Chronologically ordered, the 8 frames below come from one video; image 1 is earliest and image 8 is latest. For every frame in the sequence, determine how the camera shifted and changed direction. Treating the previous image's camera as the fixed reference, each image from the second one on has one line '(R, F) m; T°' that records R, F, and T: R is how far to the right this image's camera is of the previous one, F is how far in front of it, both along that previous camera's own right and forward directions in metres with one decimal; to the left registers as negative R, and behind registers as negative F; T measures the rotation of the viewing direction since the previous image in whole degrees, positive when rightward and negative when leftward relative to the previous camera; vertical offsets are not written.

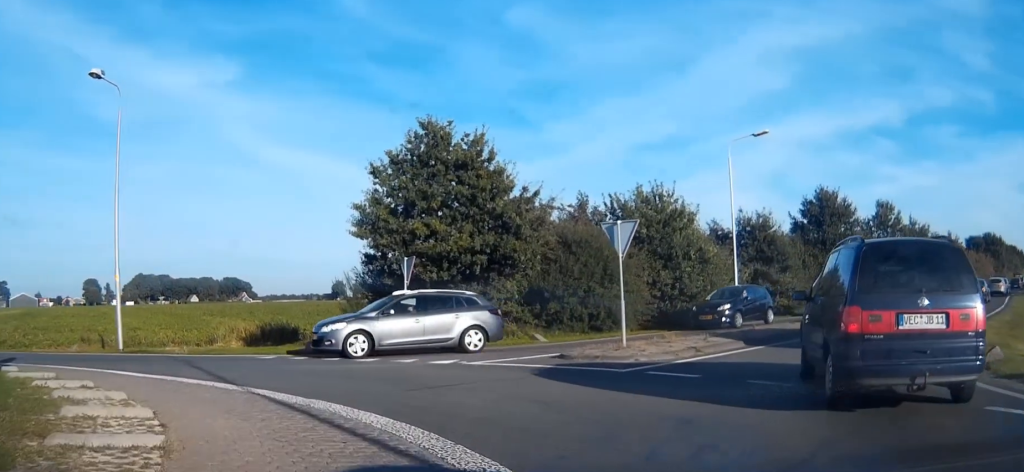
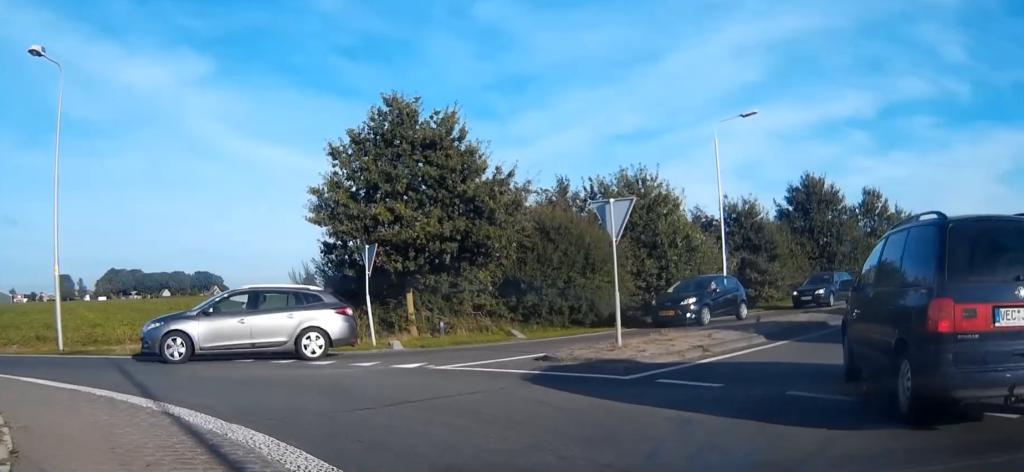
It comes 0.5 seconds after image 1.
(+0.1, +3.5) m; -2°
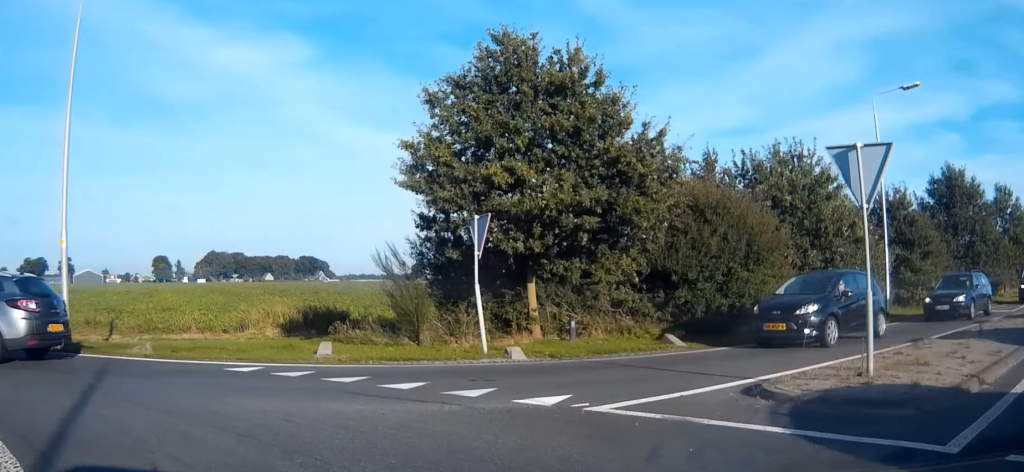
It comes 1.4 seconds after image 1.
(-0.4, +6.7) m; -13°
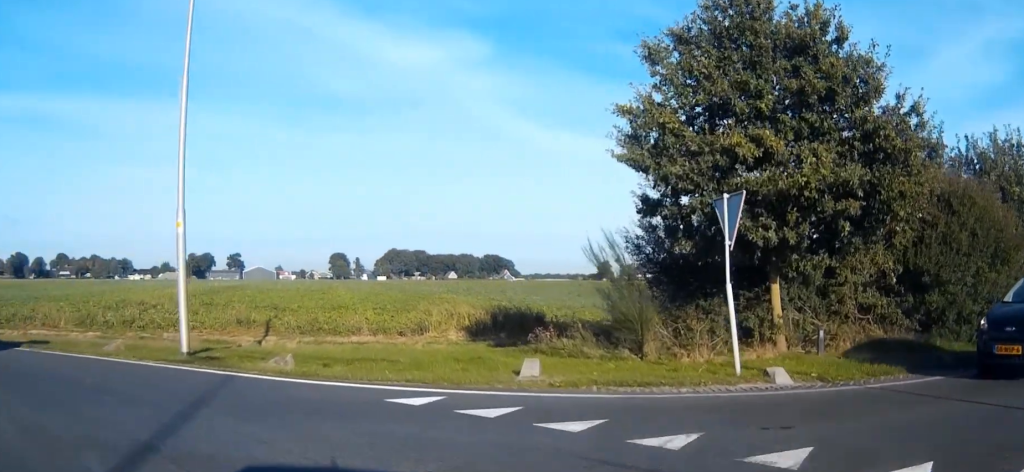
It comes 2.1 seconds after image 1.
(-0.5, +4.0) m; -16°
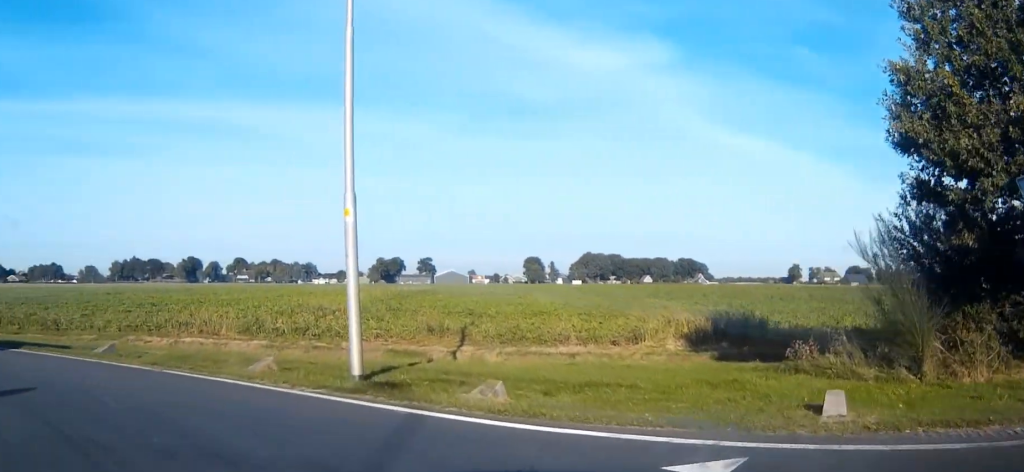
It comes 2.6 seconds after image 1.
(+0.1, +3.3) m; -16°
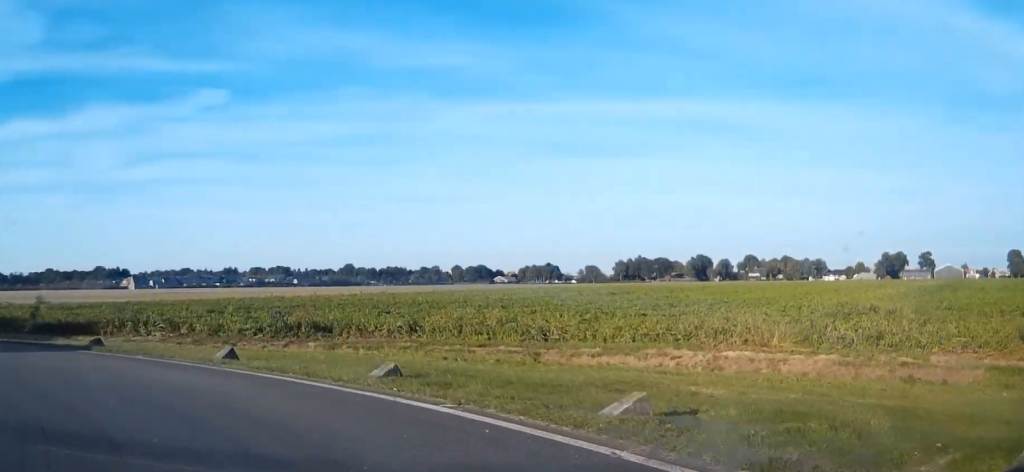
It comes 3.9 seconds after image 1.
(-3.4, +6.8) m; -48°
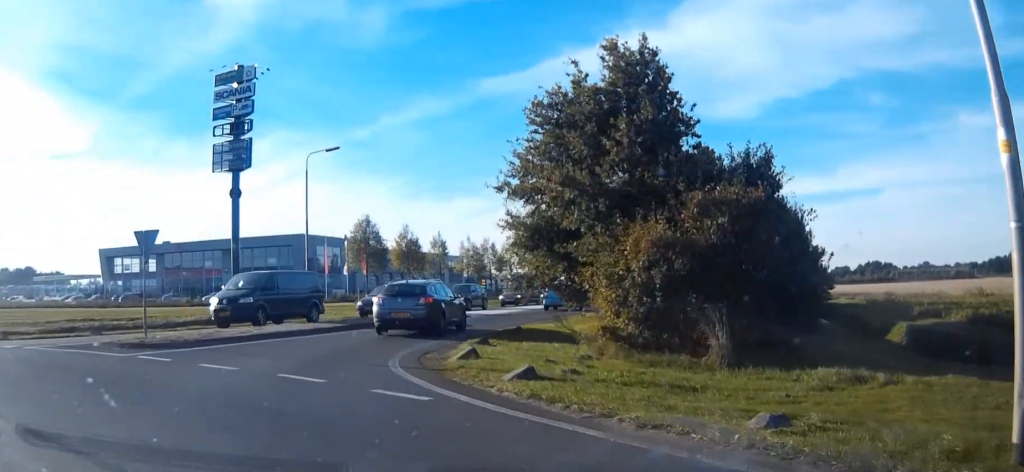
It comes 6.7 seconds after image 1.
(-13.8, +15.3) m; -62°
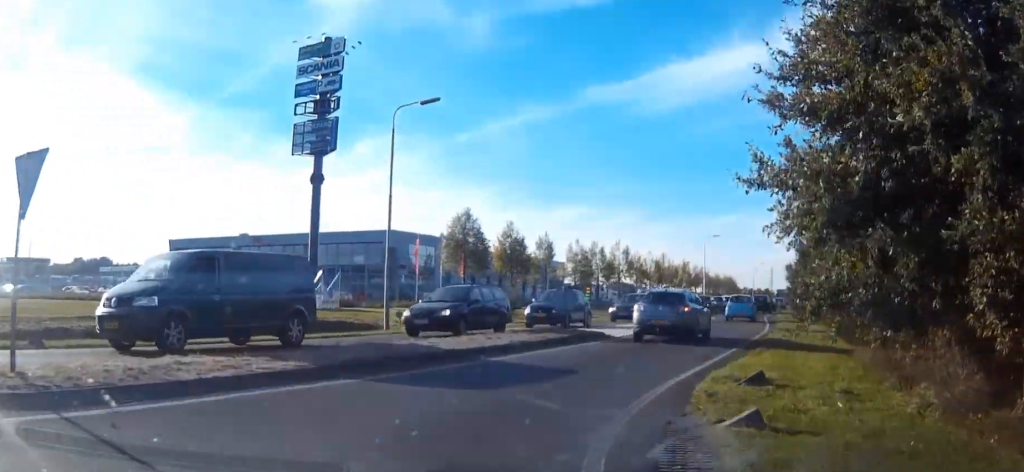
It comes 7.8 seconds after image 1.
(0.0, +10.6) m; +8°
